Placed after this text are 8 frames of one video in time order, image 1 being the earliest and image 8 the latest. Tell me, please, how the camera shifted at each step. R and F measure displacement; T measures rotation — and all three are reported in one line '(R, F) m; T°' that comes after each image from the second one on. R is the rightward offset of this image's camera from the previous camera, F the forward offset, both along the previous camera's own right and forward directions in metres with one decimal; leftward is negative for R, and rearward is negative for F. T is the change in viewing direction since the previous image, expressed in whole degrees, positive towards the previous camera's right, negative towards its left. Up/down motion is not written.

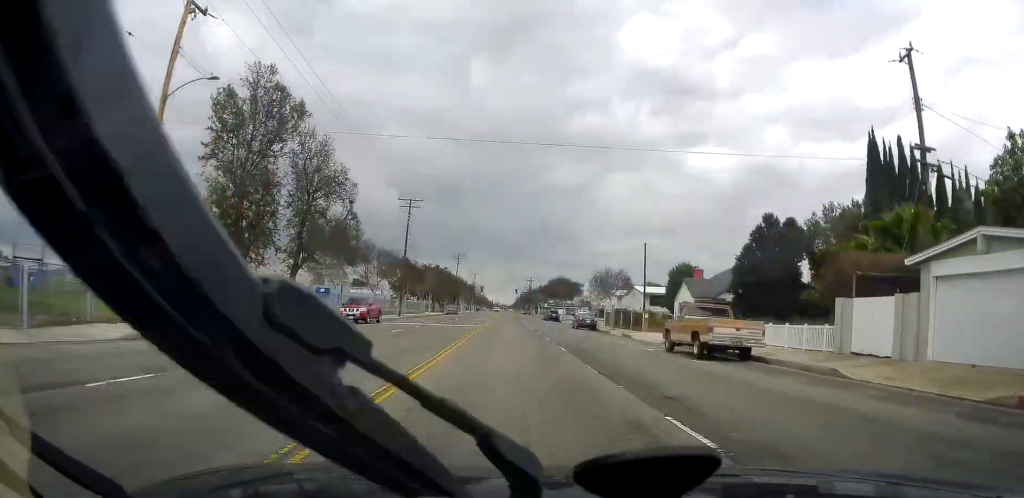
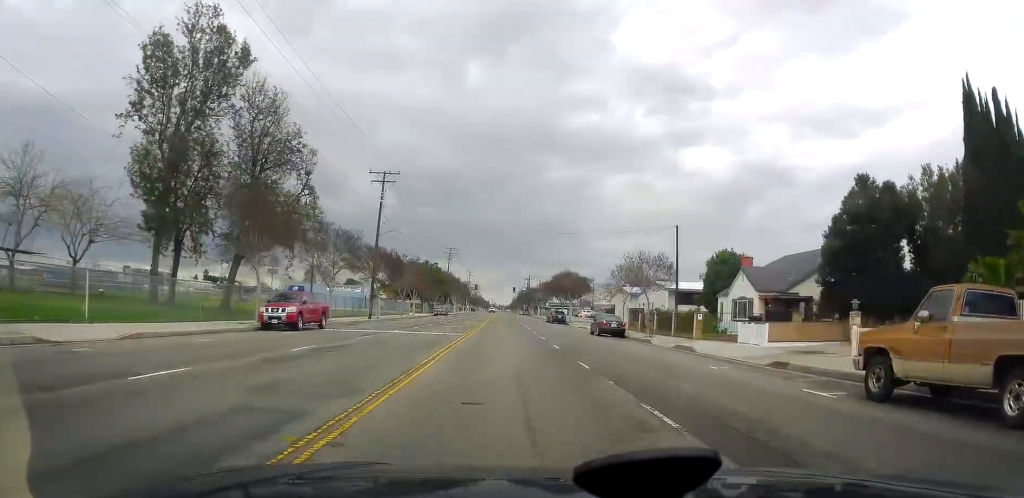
(0.0, +14.0) m; 0°
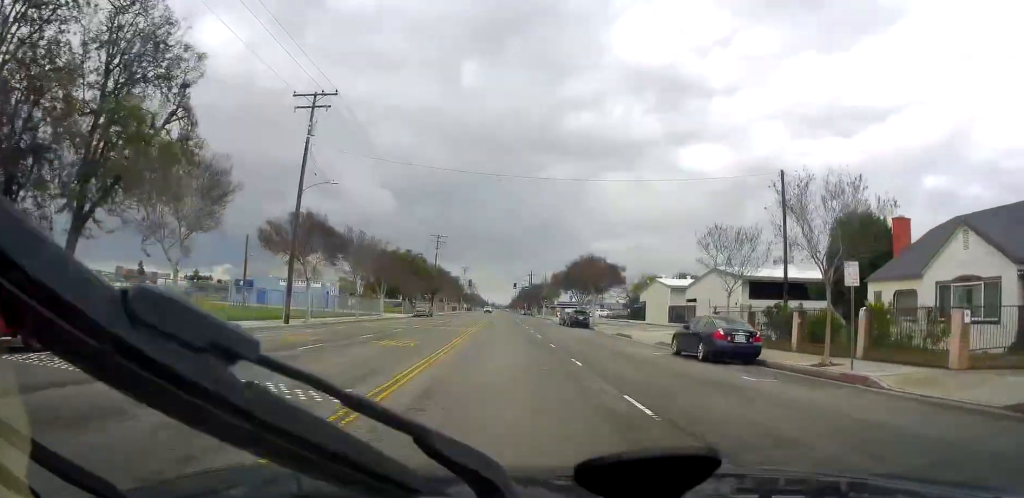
(0.0, +21.9) m; 0°
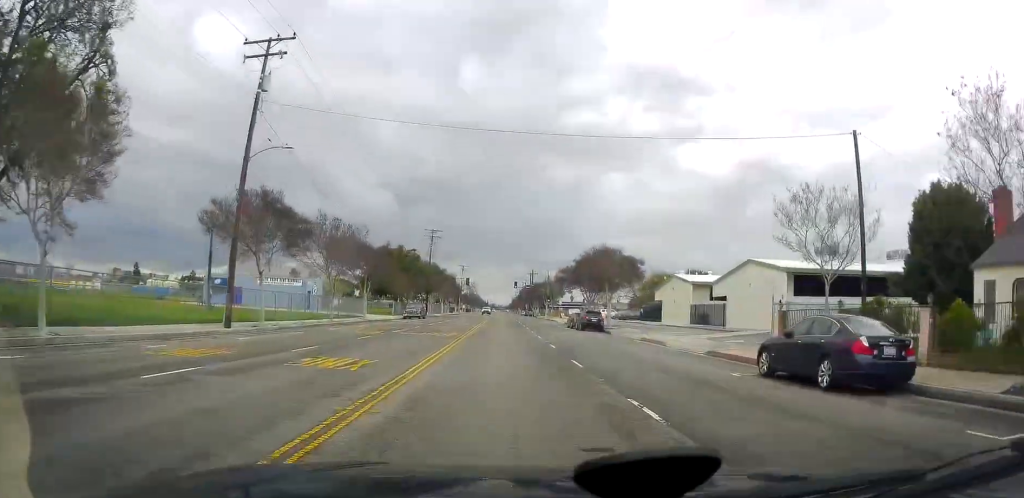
(0.0, +7.9) m; 0°
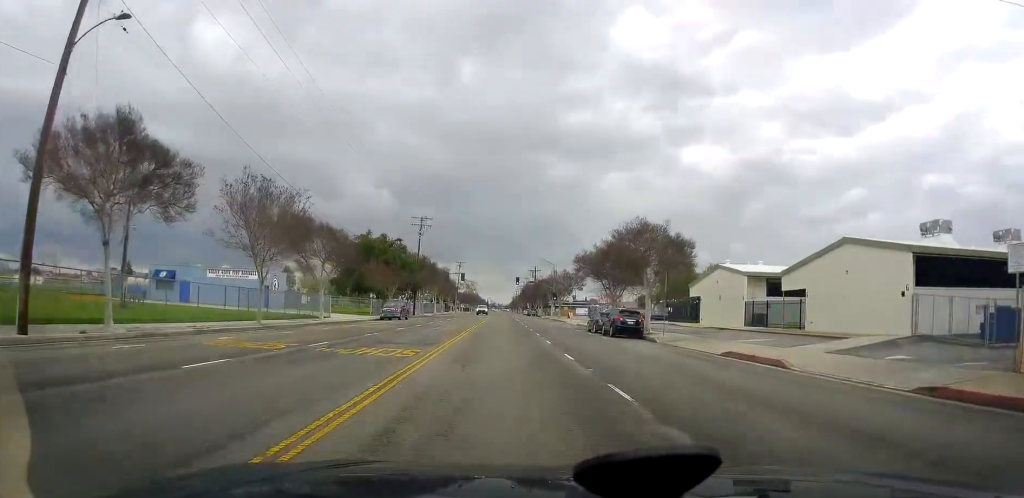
(0.0, +13.5) m; 0°
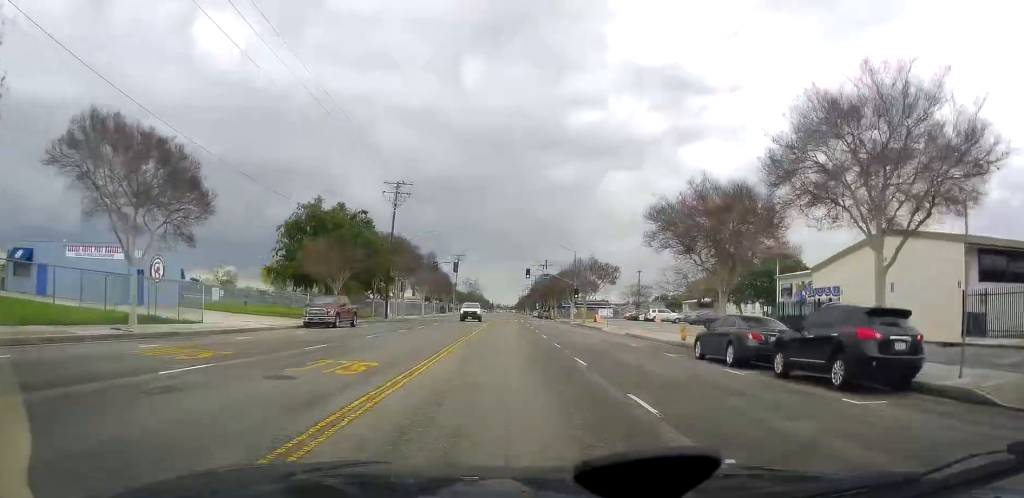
(0.0, +23.9) m; 0°
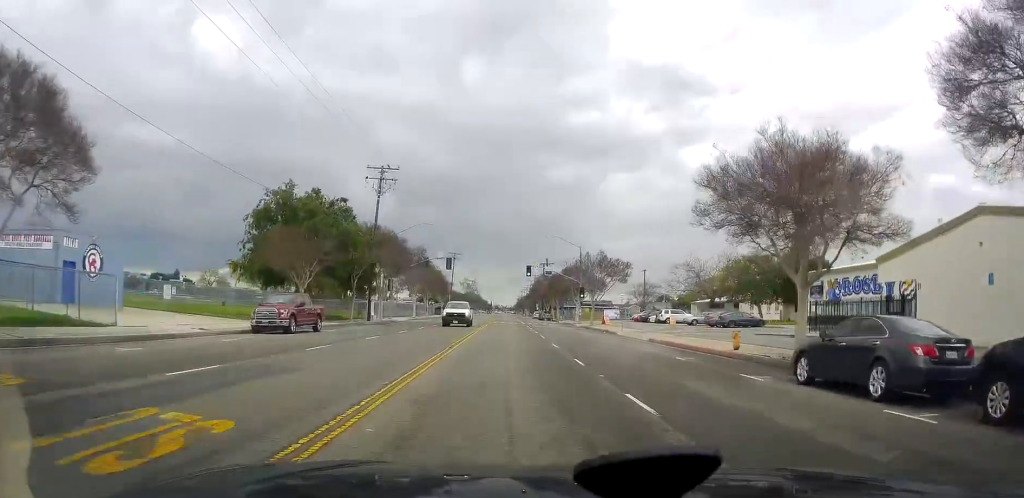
(0.0, +7.4) m; 0°
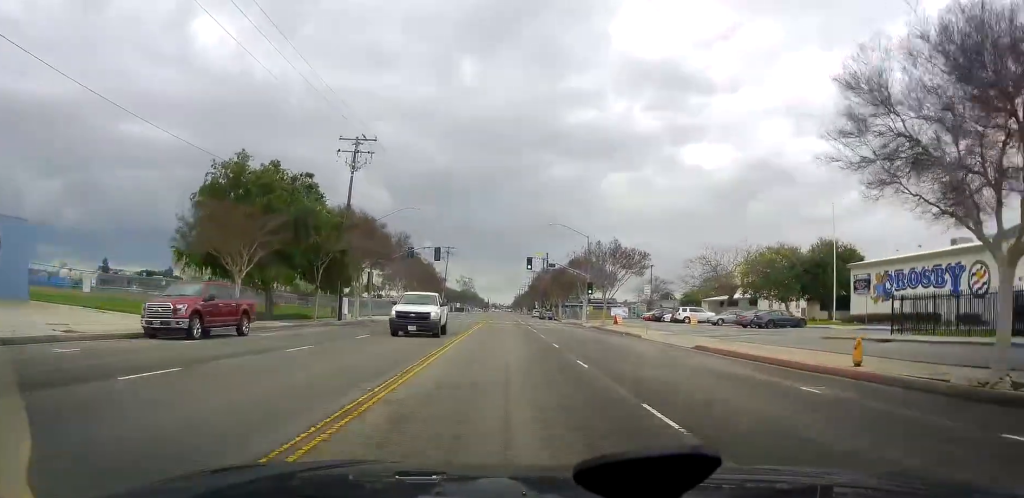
(0.0, +9.0) m; 0°
